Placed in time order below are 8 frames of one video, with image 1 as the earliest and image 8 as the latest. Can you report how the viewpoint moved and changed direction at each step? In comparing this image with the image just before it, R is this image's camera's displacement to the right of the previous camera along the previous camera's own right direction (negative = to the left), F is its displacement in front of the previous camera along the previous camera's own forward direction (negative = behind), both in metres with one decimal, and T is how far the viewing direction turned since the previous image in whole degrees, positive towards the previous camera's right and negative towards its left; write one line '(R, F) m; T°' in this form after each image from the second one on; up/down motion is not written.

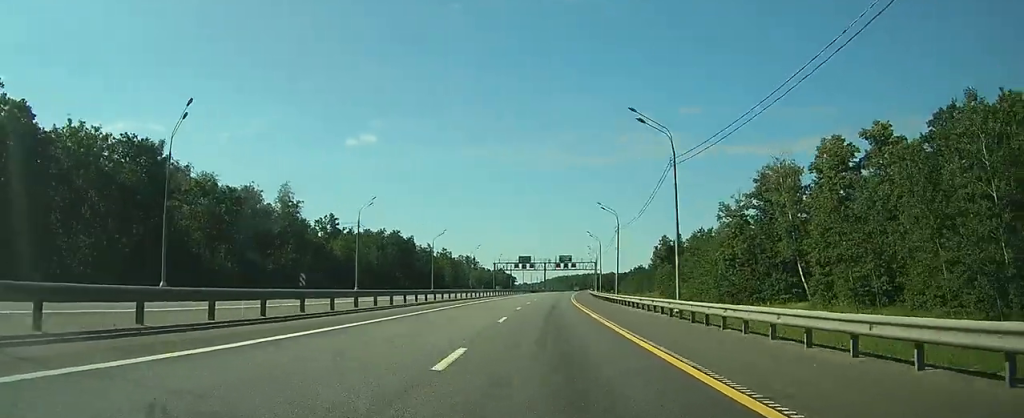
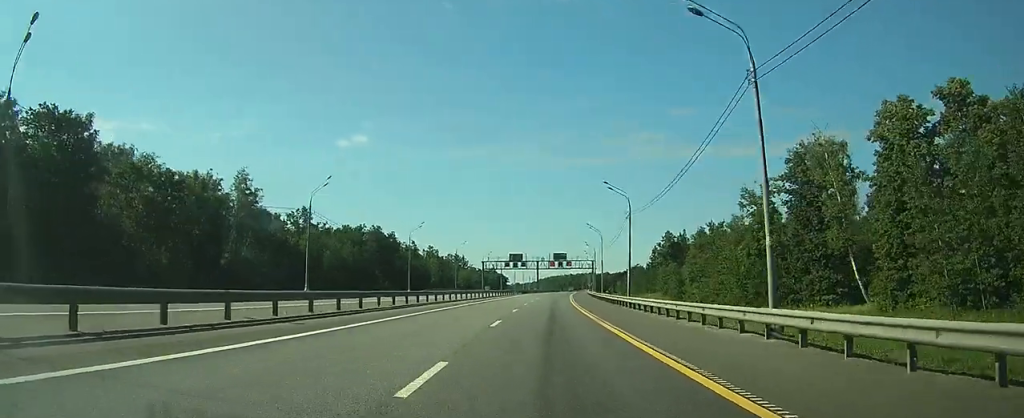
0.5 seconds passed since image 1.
(+0.1, +13.9) m; +1°
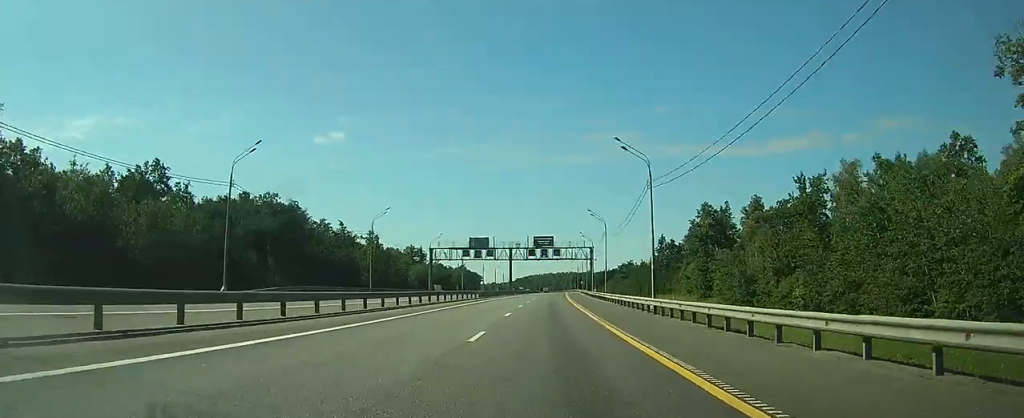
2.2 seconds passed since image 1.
(+0.9, +53.2) m; +2°
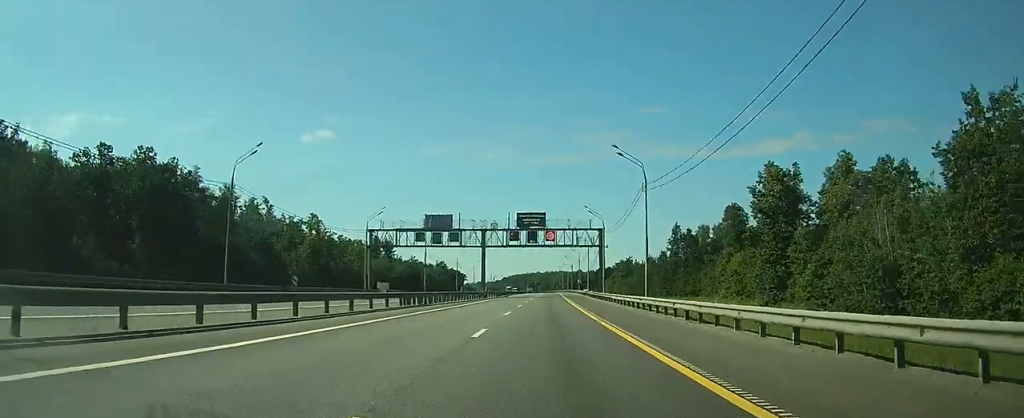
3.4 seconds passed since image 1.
(+0.4, +35.3) m; +1°
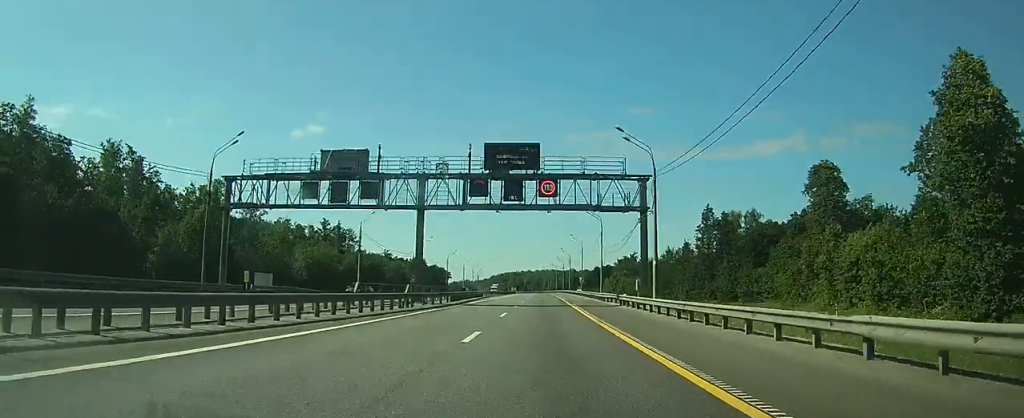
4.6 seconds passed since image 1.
(+0.4, +37.5) m; +1°
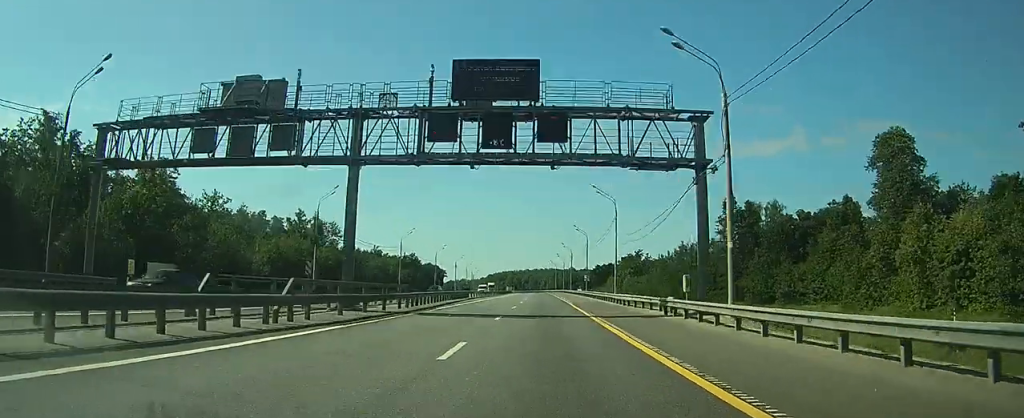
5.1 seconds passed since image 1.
(0.0, +15.2) m; 0°
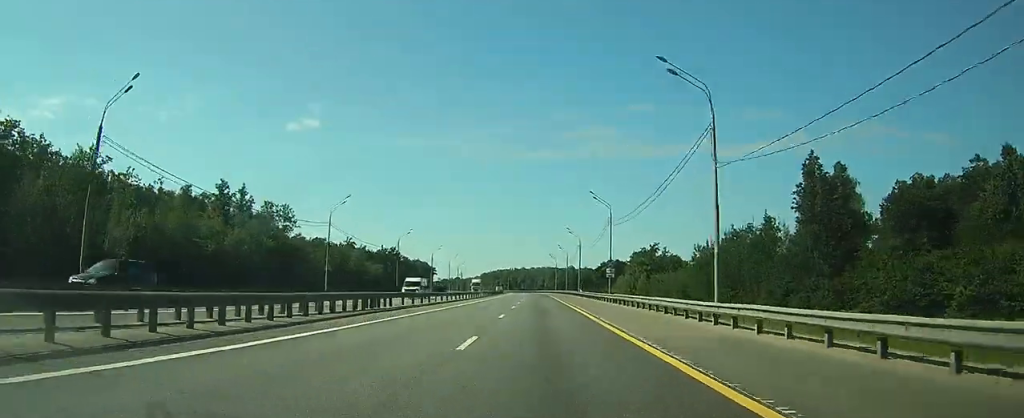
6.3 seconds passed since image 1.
(0.0, +34.4) m; 0°
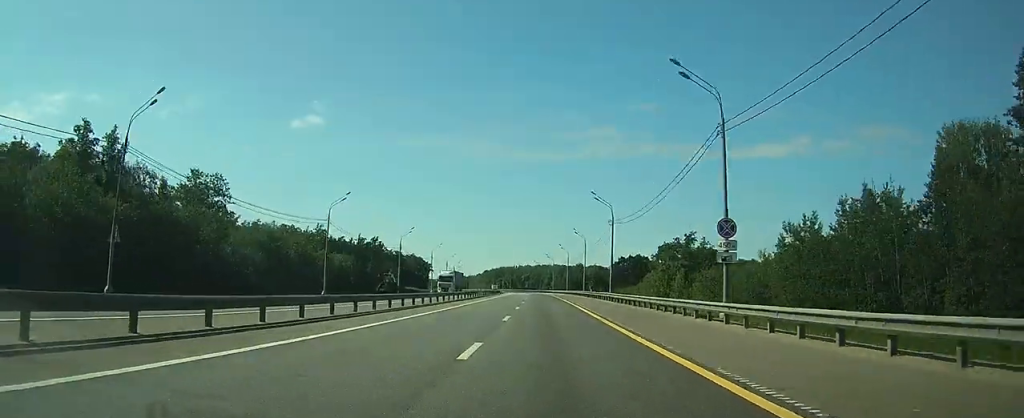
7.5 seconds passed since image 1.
(0.0, +37.5) m; 0°
